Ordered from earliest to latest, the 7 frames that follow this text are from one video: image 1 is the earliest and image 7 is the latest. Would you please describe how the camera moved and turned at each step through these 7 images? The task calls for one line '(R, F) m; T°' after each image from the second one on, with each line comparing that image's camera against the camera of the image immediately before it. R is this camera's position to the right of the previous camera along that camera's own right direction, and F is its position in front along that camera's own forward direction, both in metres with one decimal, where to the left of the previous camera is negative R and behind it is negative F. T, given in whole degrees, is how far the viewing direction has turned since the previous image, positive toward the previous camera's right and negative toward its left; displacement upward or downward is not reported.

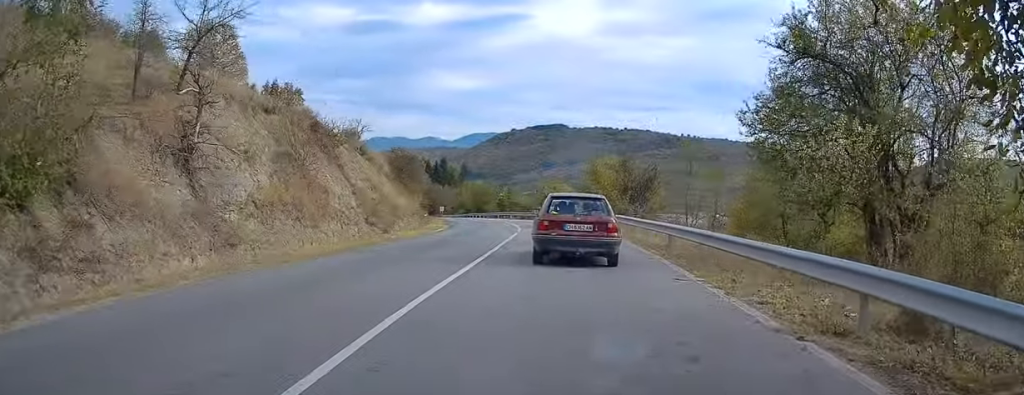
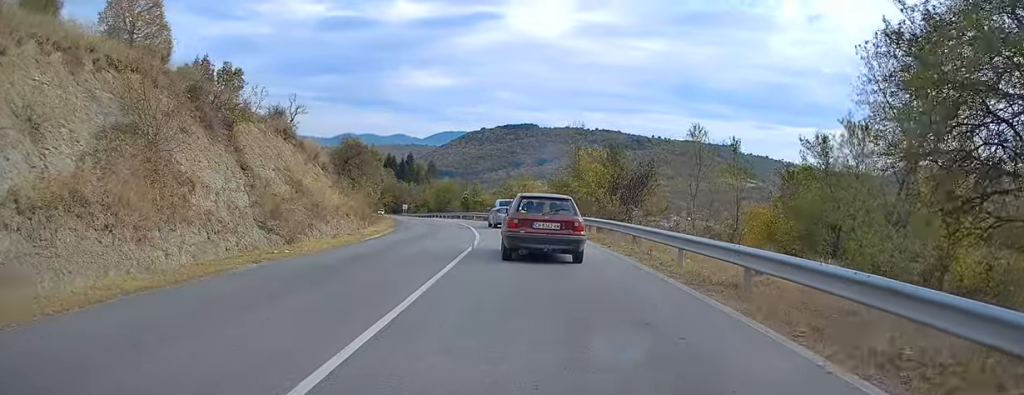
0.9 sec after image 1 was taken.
(+0.2, +8.9) m; +3°
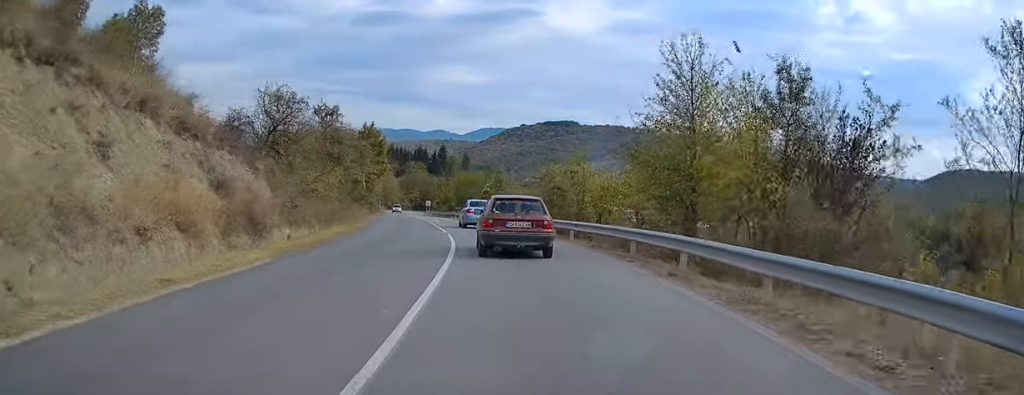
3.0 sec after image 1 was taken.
(-0.4, +21.1) m; -4°
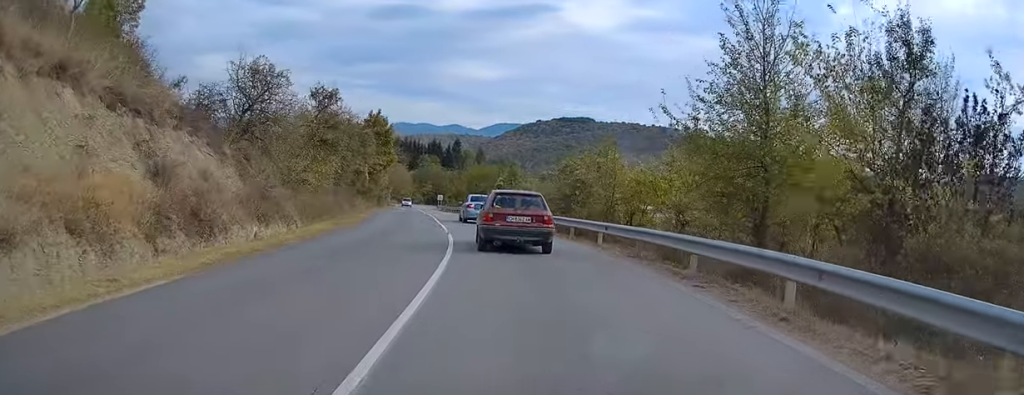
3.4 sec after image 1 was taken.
(+0.1, +4.6) m; -2°
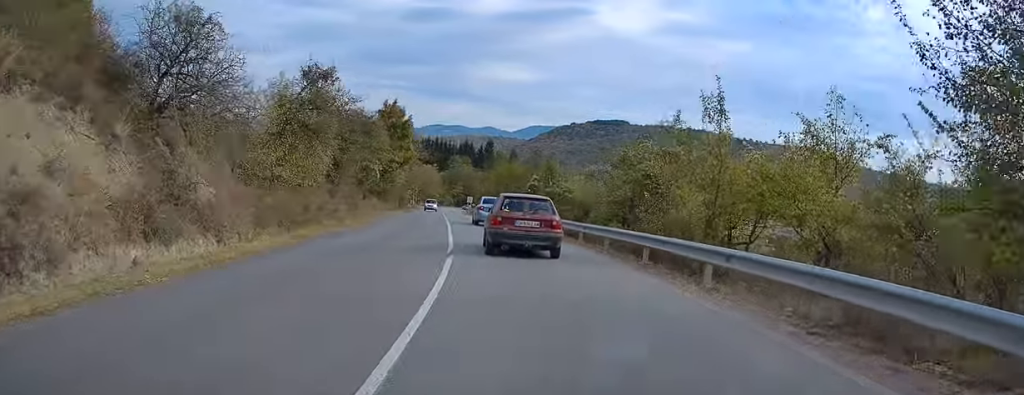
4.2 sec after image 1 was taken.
(-0.3, +8.5) m; -3°
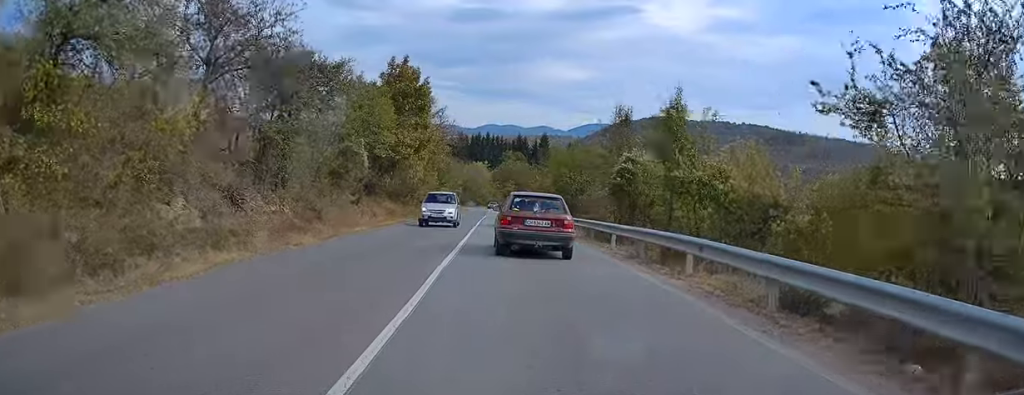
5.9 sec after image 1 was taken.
(-0.5, +18.6) m; -3°
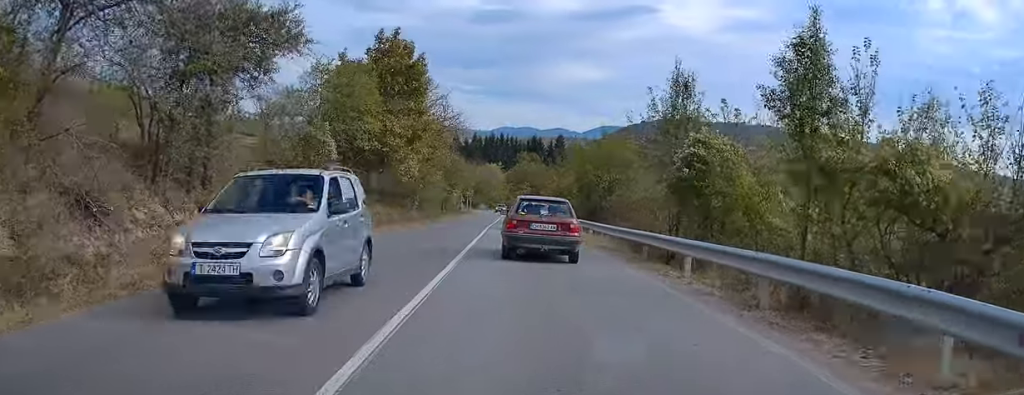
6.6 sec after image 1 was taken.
(-0.3, +7.5) m; -2°
